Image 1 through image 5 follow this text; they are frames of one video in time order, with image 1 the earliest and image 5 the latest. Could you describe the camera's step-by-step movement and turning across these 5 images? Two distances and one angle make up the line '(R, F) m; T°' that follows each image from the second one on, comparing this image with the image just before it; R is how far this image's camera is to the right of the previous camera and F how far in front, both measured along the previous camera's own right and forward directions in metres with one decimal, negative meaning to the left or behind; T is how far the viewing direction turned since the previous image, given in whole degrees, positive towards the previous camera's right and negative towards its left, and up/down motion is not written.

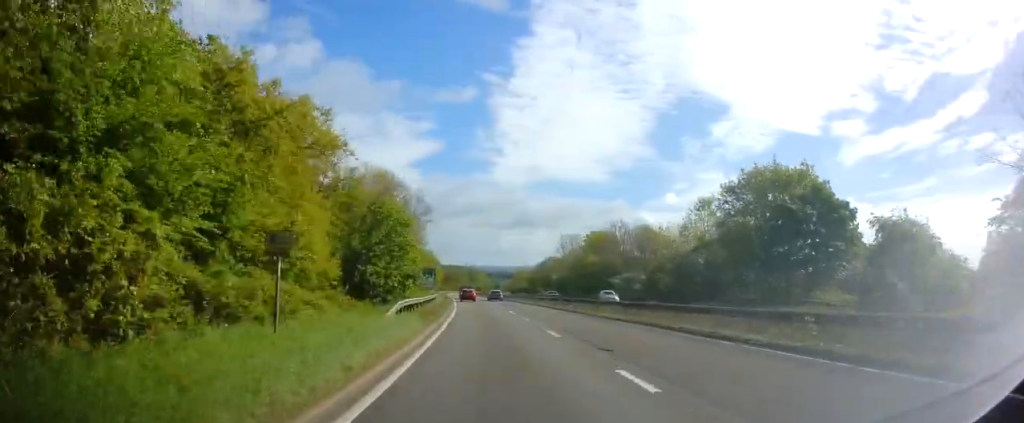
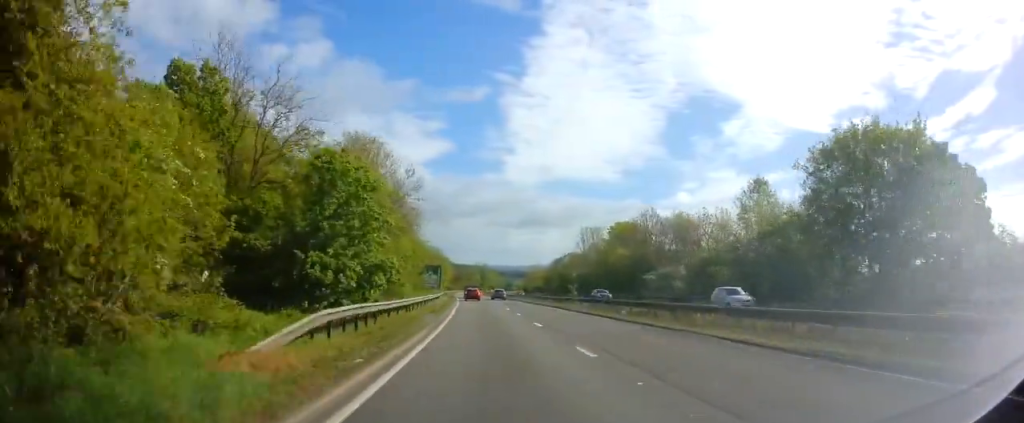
(-0.1, +14.1) m; -1°
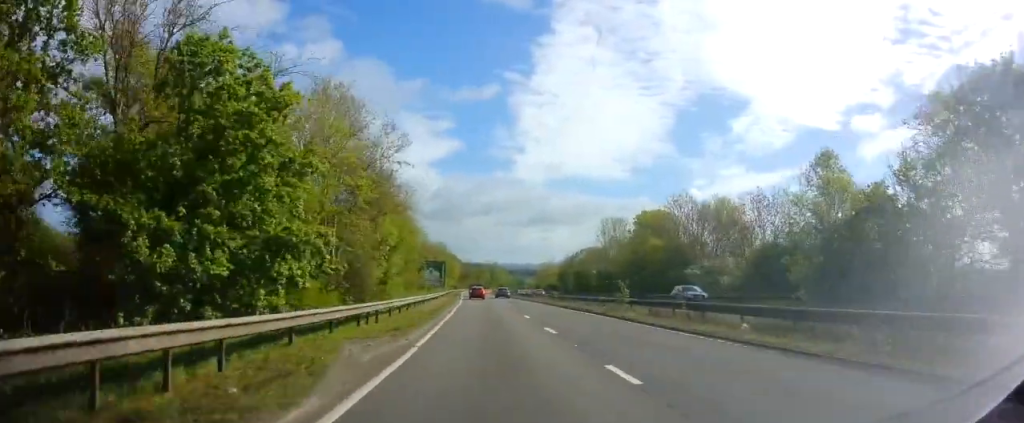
(-0.1, +12.8) m; -2°
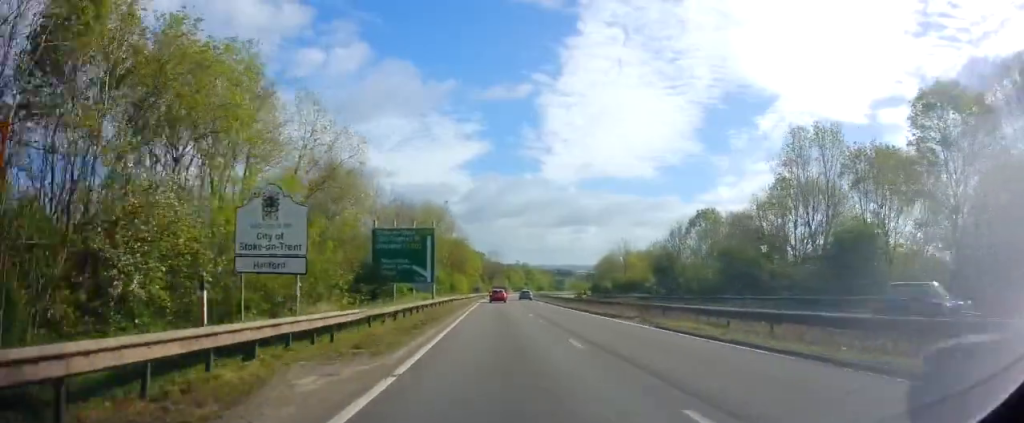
(-3.4, +64.5) m; -4°
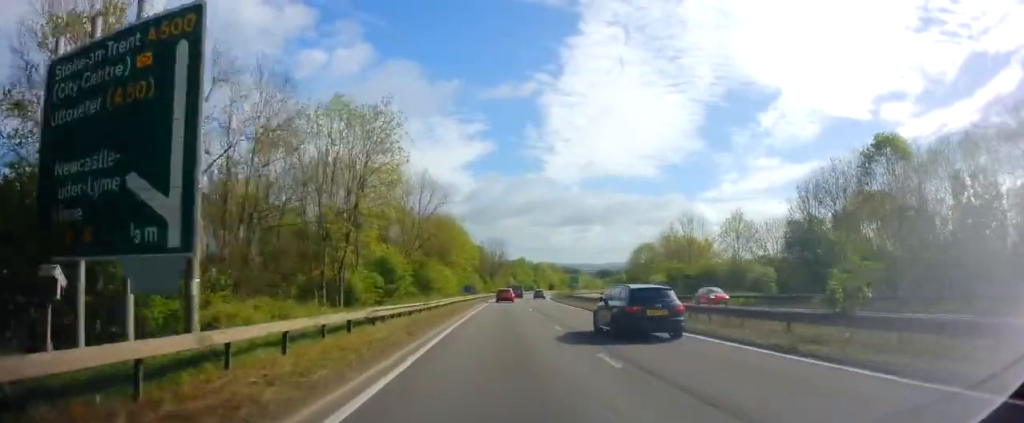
(-0.6, +39.1) m; -1°
